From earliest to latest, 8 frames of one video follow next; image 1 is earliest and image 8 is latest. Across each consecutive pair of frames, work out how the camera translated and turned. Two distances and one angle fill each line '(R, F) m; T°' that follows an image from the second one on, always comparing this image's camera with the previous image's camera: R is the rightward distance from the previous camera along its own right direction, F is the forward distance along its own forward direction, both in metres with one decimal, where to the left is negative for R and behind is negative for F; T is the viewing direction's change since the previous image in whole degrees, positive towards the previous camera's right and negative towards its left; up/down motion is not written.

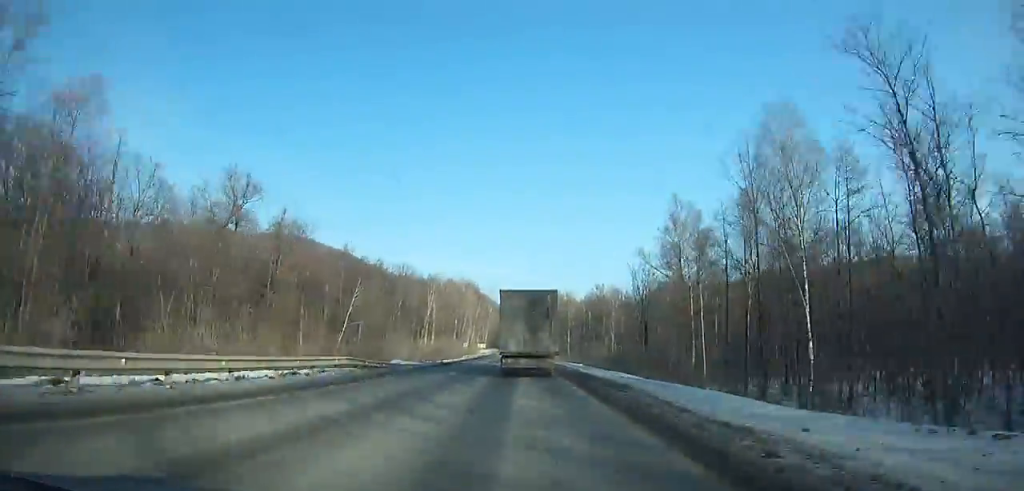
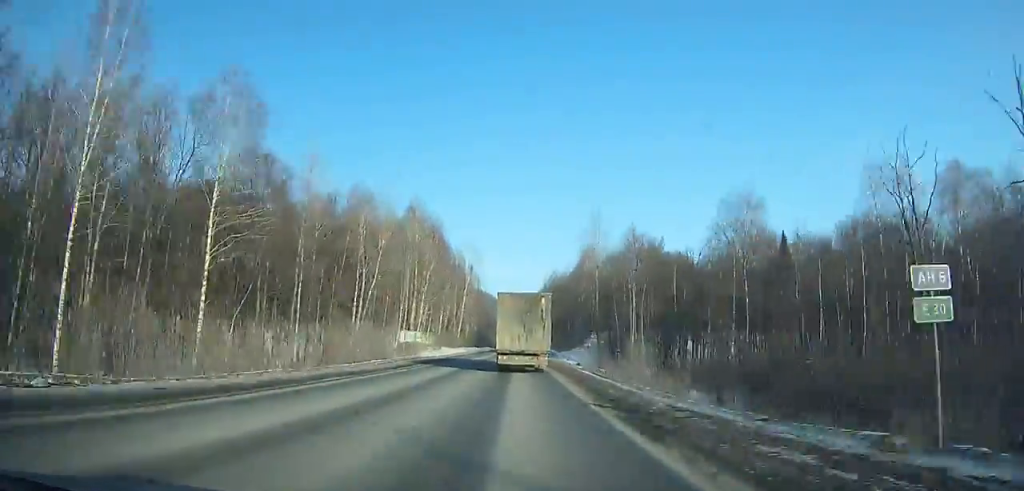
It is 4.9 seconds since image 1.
(+0.1, +103.4) m; 0°
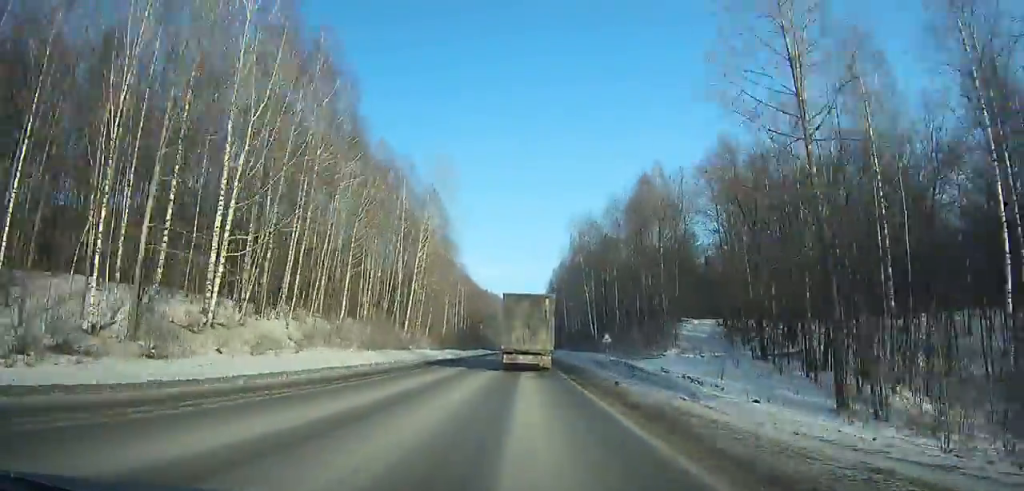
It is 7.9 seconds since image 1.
(-0.3, +62.6) m; 0°
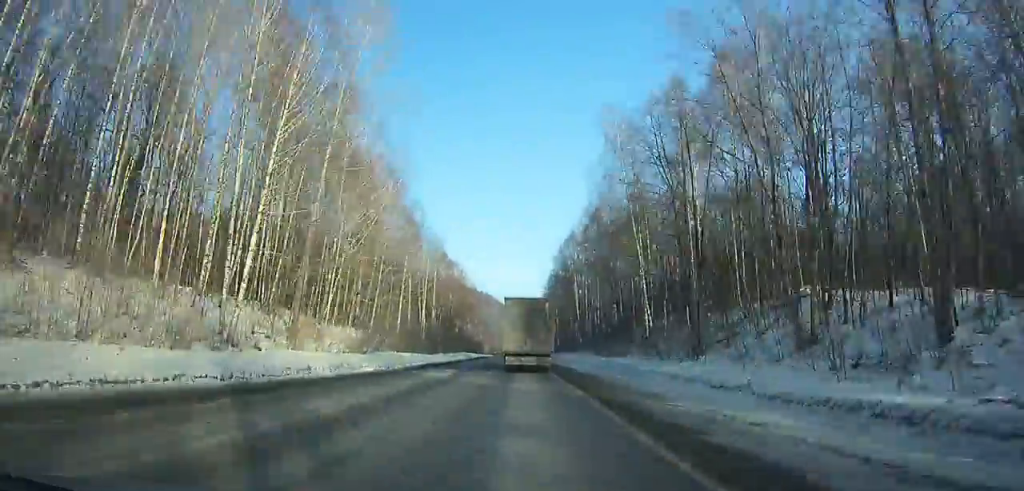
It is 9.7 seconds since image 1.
(0.0, +37.4) m; 0°
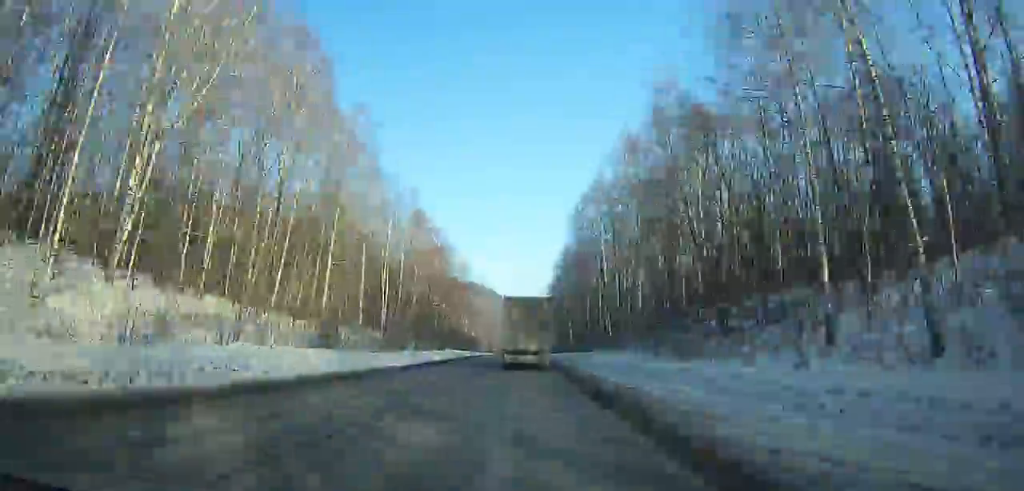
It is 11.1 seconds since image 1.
(0.0, +28.9) m; 0°
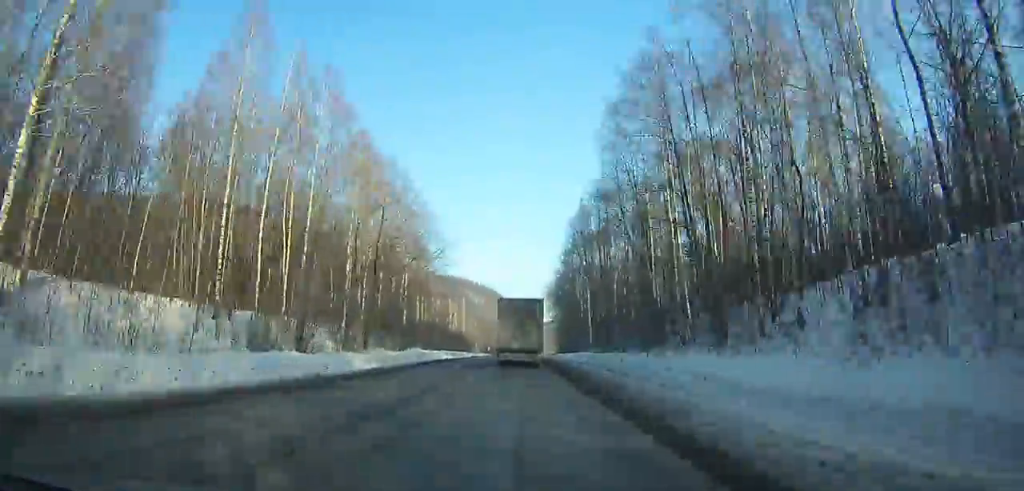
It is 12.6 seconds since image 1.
(0.0, +30.9) m; 0°
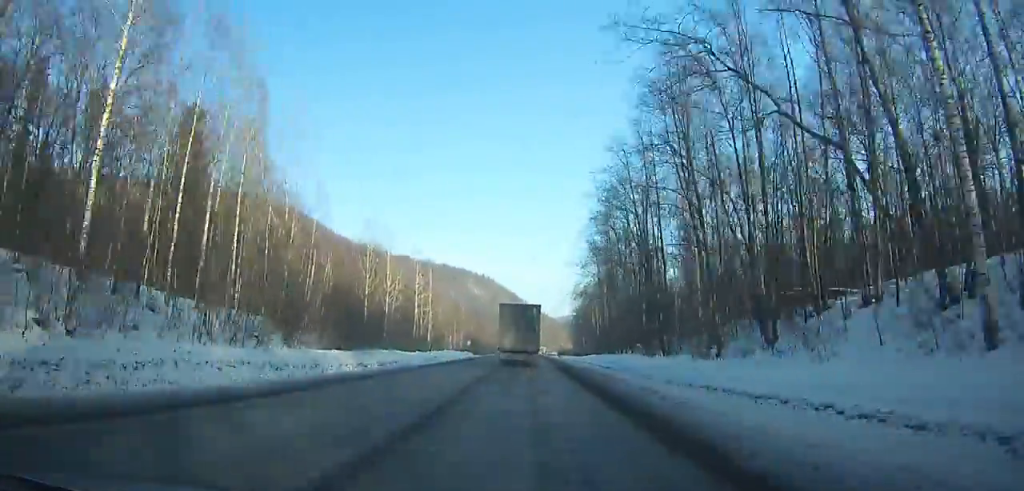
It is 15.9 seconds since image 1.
(-0.1, +68.4) m; 0°
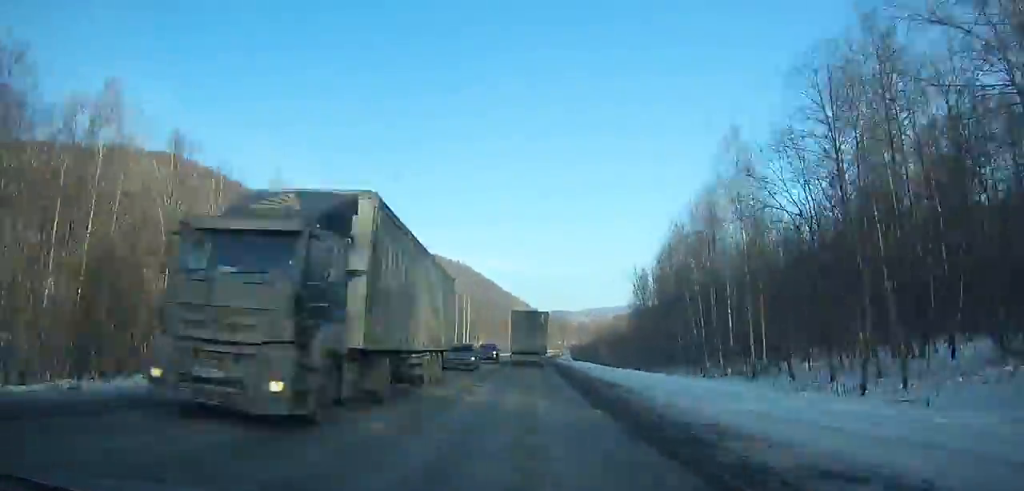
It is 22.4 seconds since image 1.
(+1.2, +137.9) m; +2°
